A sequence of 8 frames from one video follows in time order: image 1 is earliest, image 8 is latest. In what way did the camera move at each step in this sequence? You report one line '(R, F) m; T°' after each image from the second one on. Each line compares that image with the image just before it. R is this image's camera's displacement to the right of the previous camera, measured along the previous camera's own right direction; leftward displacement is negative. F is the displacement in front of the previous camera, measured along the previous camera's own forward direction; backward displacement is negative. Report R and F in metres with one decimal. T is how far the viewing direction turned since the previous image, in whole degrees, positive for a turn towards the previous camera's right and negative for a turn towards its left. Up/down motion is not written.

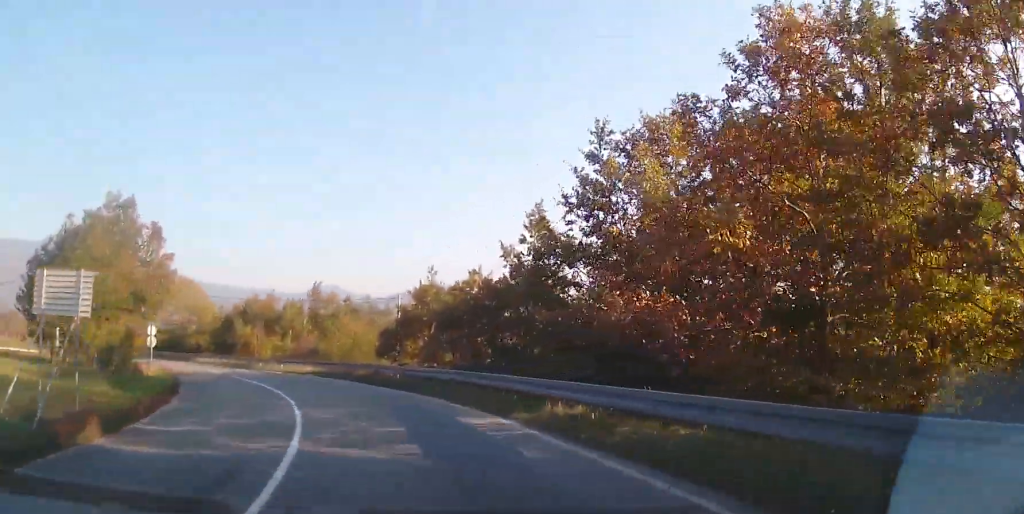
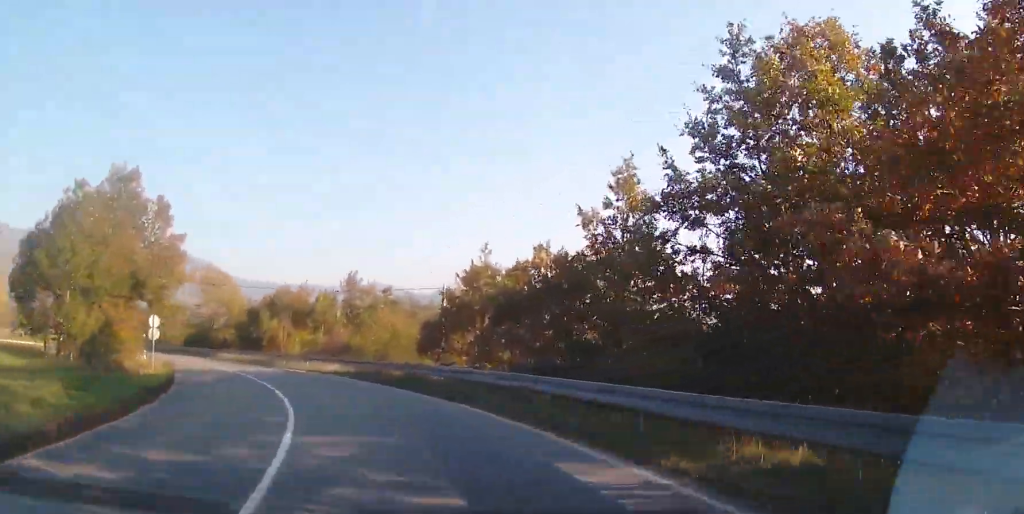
(0.0, +5.8) m; -4°
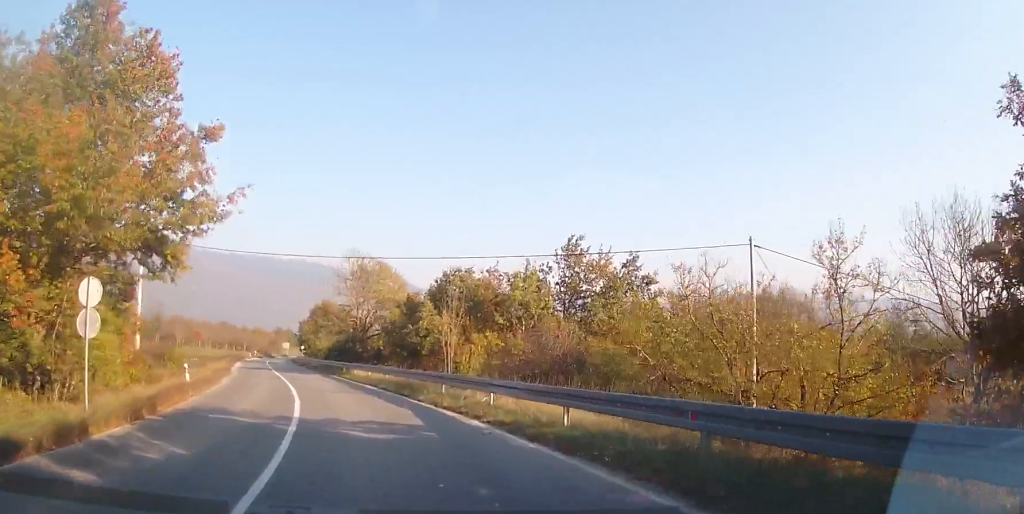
(-3.4, +21.4) m; -18°
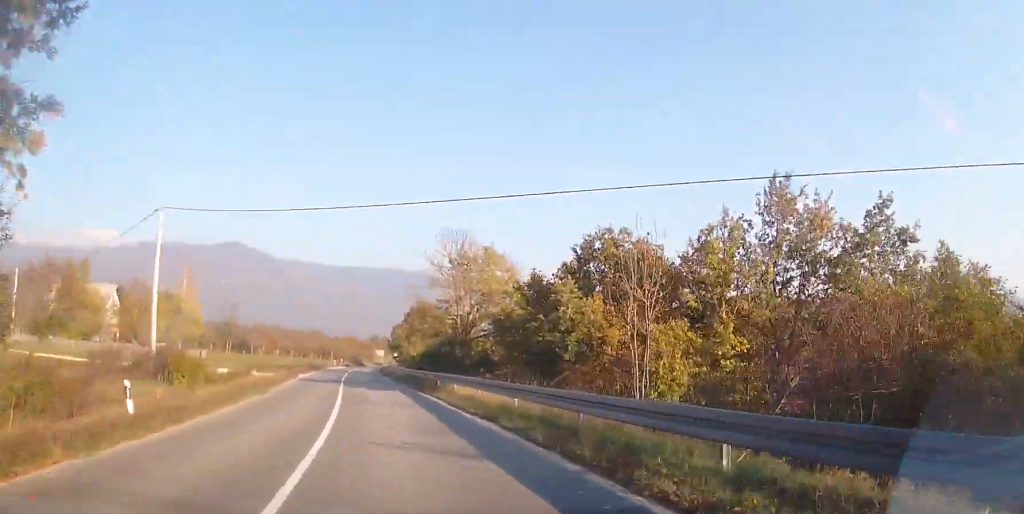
(-1.2, +12.5) m; -8°
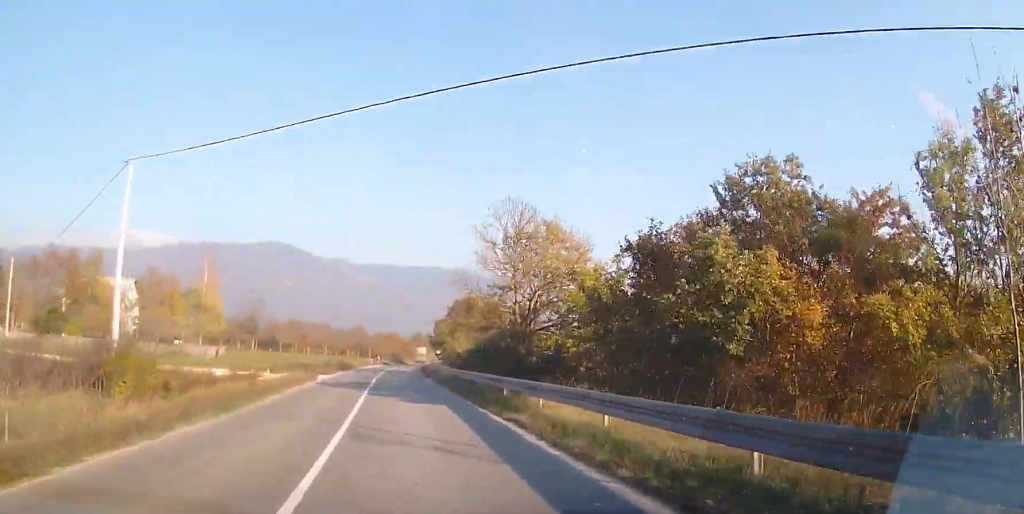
(-0.3, +8.7) m; -4°
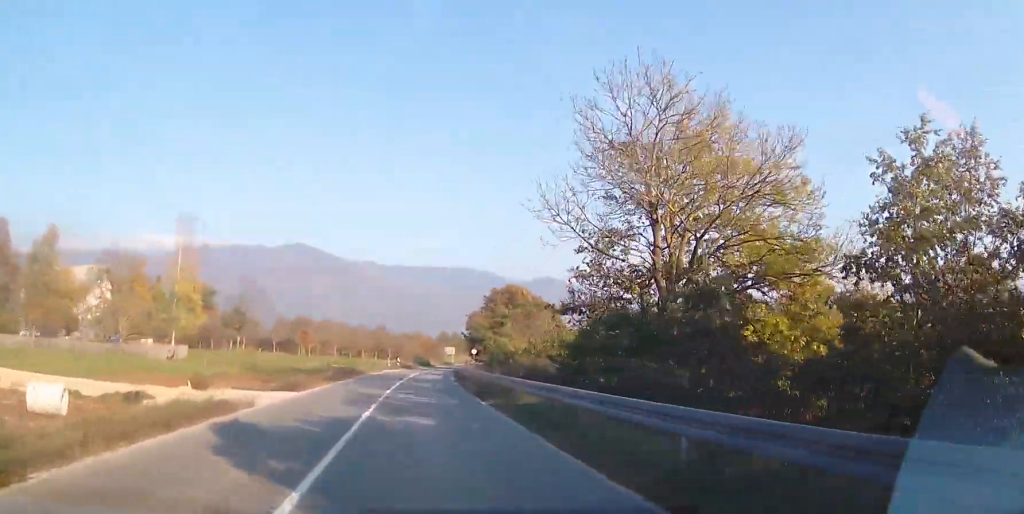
(-0.8, +18.7) m; -5°
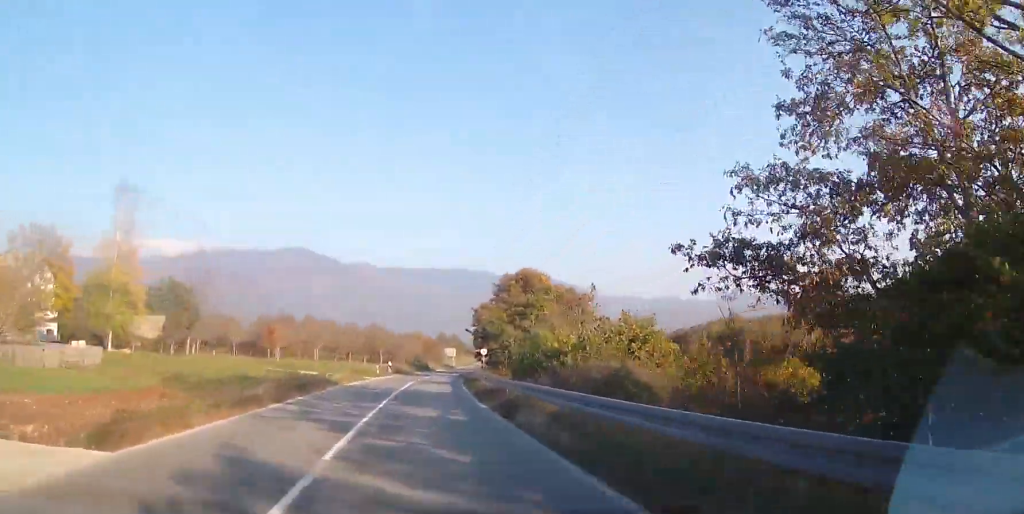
(-0.5, +14.3) m; -3°
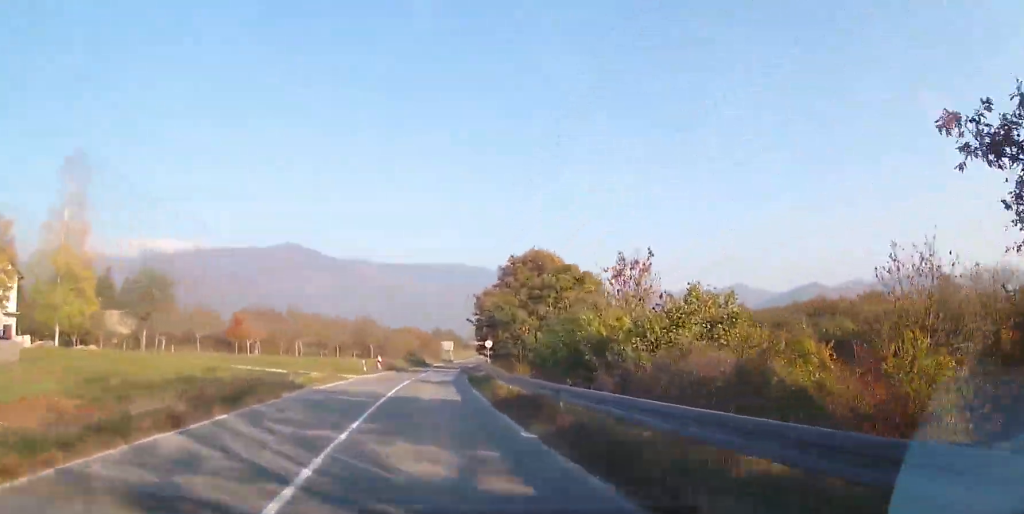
(-0.3, +8.2) m; 0°
